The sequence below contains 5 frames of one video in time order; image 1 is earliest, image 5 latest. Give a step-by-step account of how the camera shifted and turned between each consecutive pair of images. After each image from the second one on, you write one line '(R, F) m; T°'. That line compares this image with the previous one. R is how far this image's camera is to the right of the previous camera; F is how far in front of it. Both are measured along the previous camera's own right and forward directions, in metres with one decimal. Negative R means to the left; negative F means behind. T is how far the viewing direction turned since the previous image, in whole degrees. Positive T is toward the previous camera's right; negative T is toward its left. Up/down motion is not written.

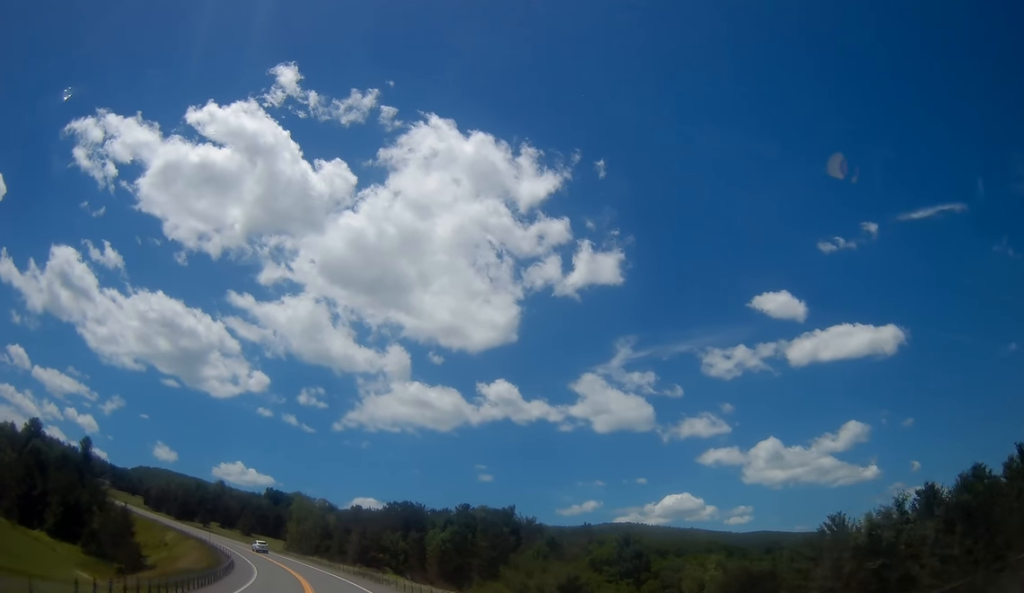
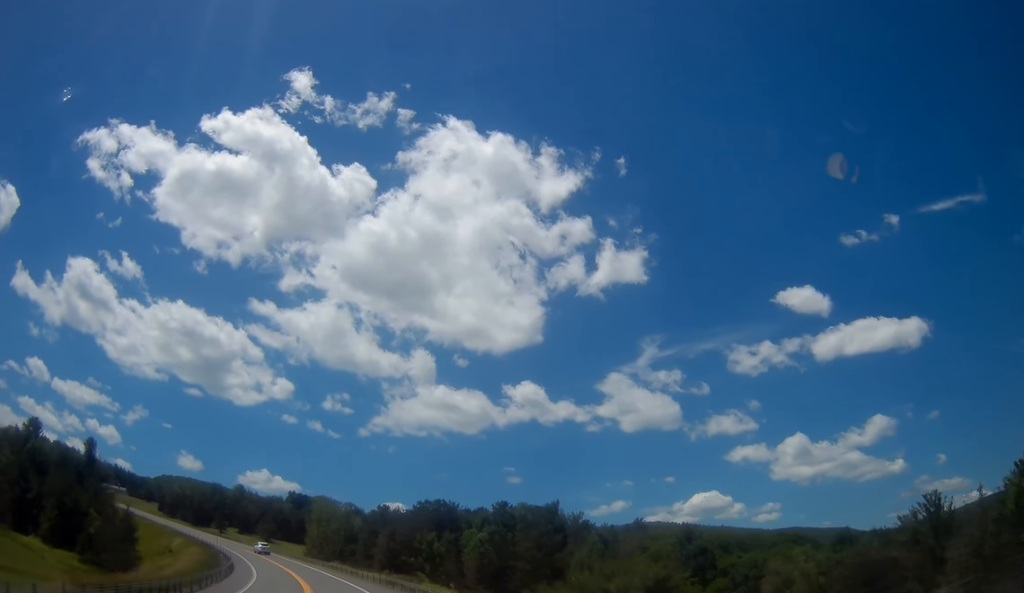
(-0.4, +11.4) m; -3°
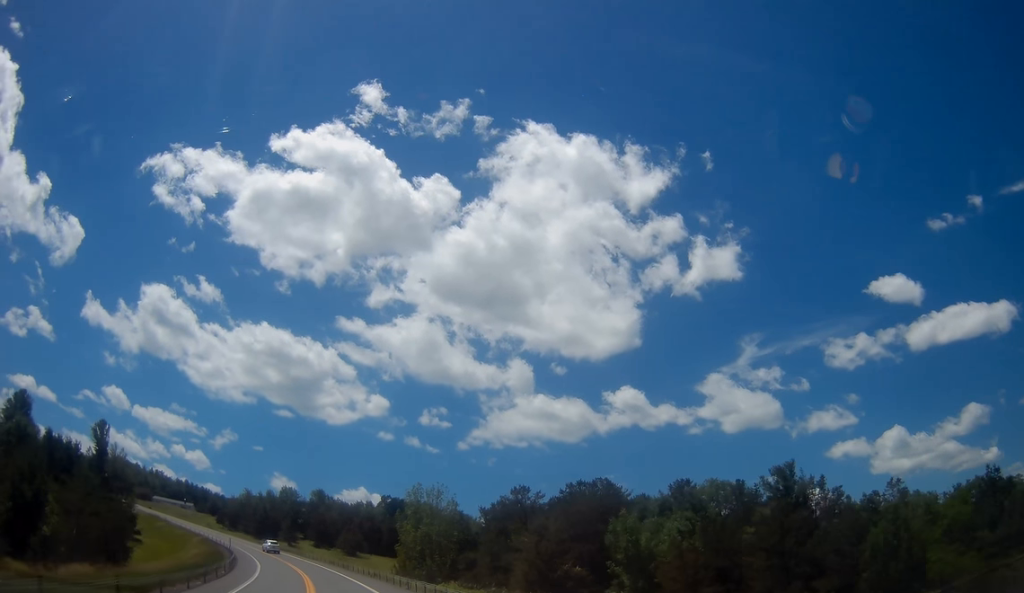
(-3.2, +39.1) m; -10°
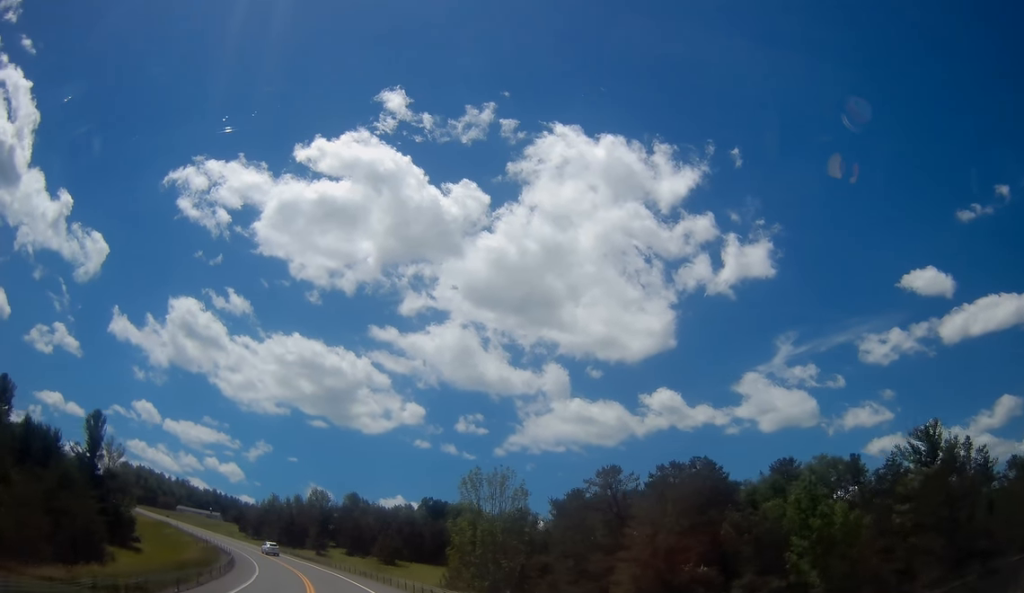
(-0.6, +16.4) m; -3°
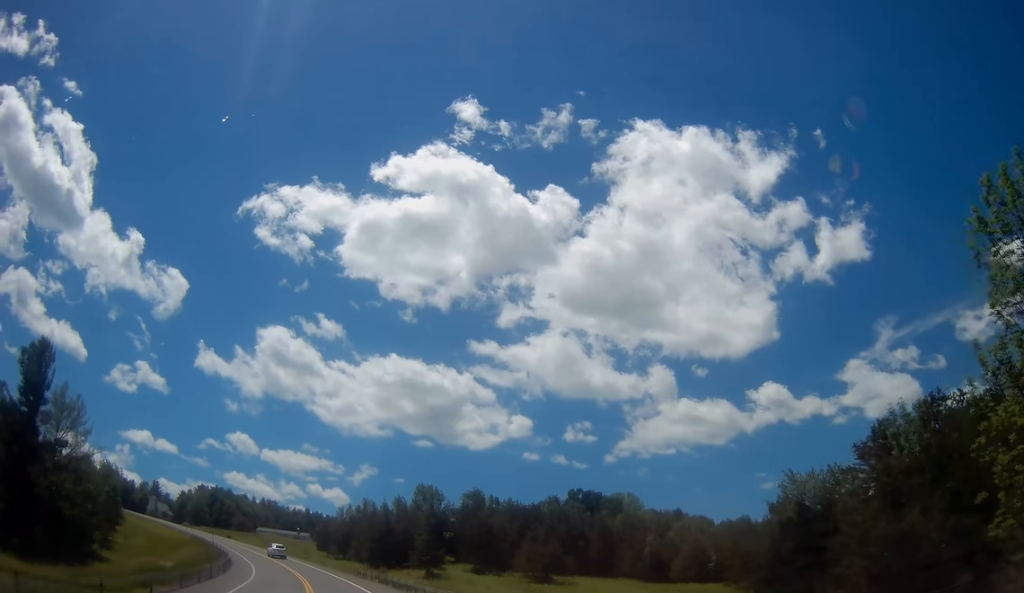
(-2.9, +44.2) m; -9°
